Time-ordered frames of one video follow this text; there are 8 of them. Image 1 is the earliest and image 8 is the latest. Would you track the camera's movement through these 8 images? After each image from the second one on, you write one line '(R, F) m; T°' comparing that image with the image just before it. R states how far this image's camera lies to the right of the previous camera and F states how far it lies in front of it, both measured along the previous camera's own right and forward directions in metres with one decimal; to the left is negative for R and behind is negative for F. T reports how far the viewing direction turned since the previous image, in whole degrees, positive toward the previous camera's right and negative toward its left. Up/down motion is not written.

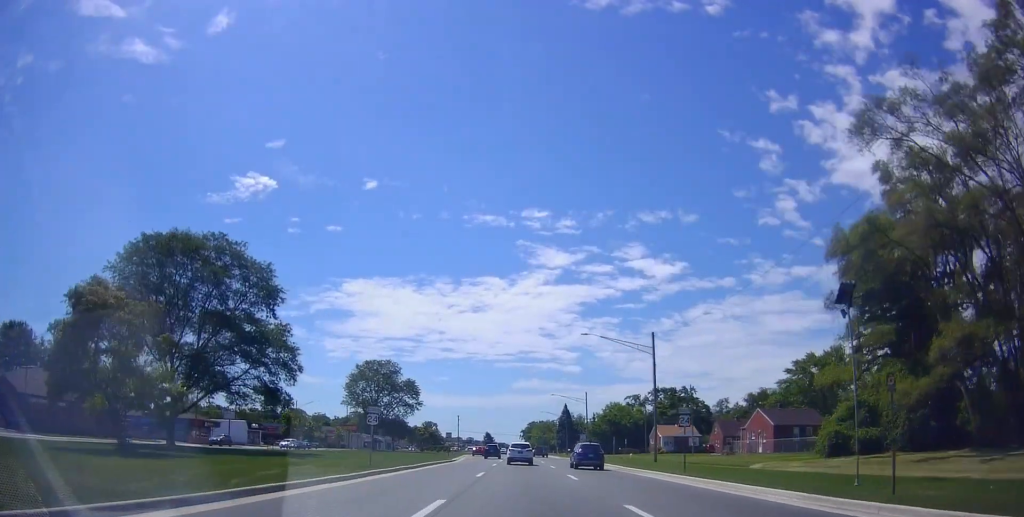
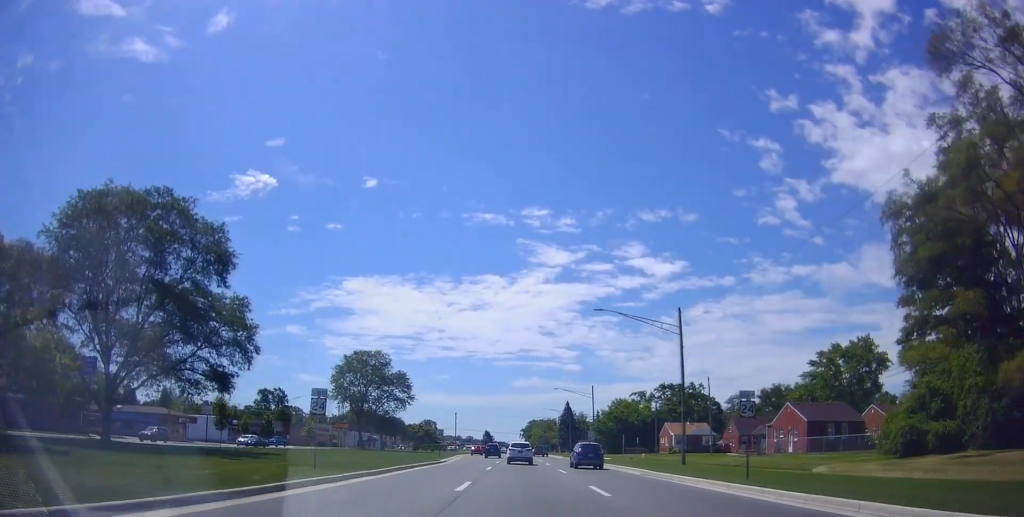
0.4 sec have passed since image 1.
(+0.2, +8.1) m; -1°
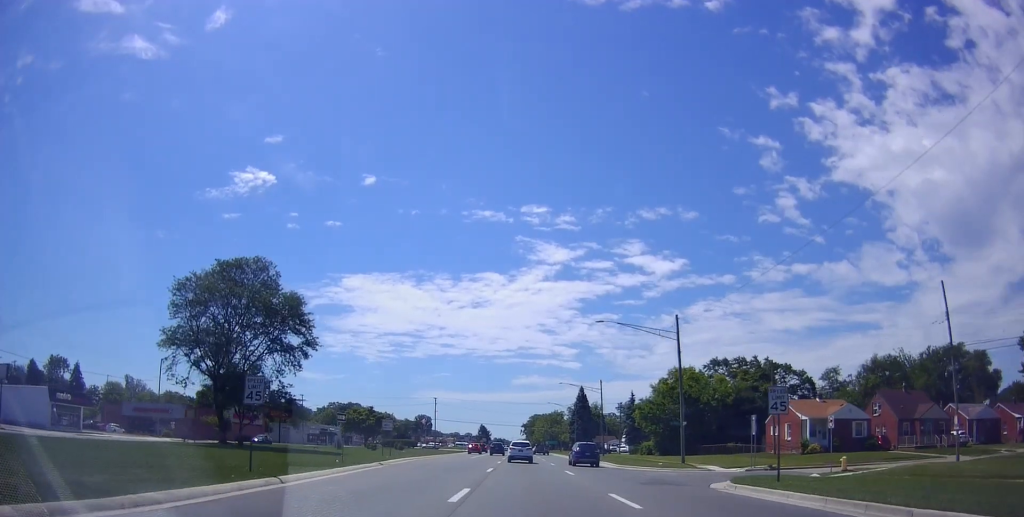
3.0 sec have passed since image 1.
(-0.8, +47.4) m; +1°
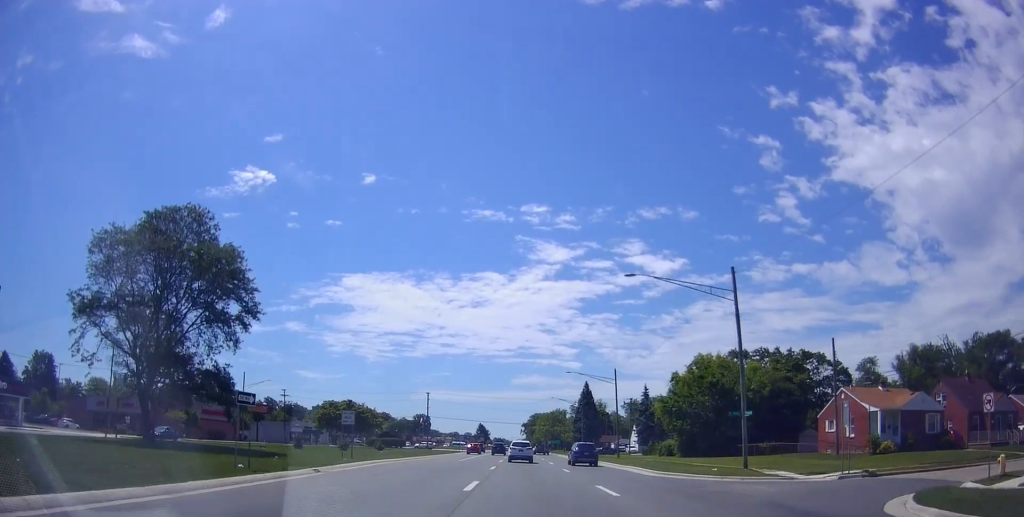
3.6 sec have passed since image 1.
(+0.3, +11.9) m; +1°
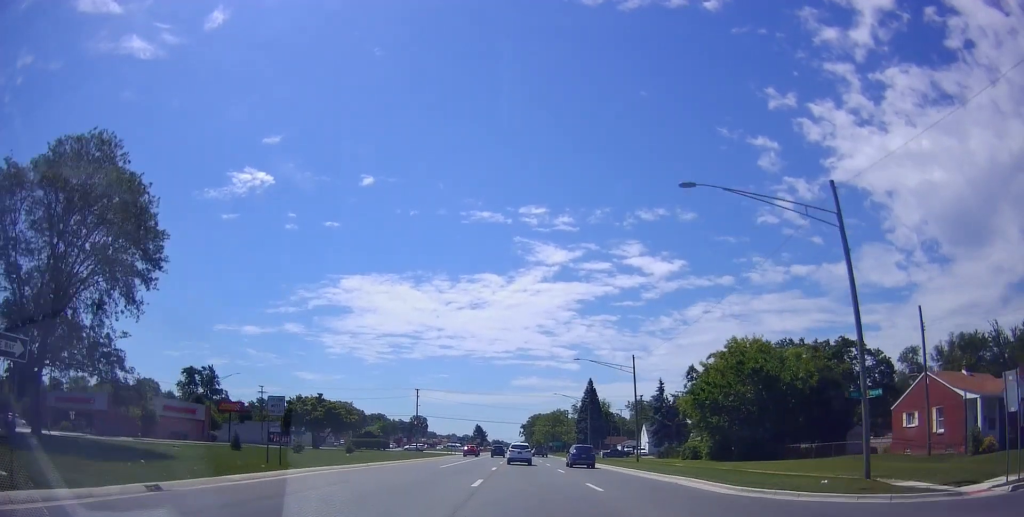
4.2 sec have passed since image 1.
(+0.1, +12.0) m; 0°
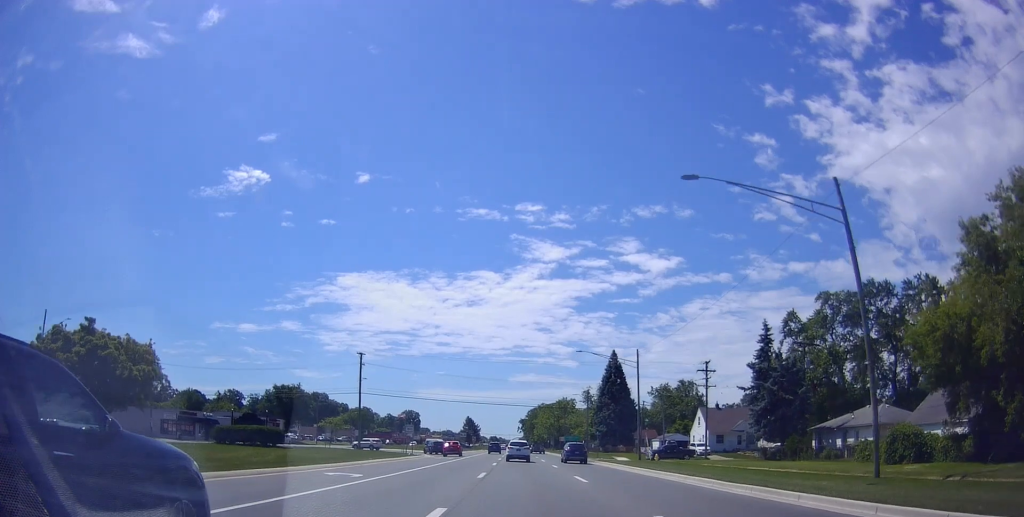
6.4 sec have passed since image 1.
(-1.1, +41.1) m; -2°
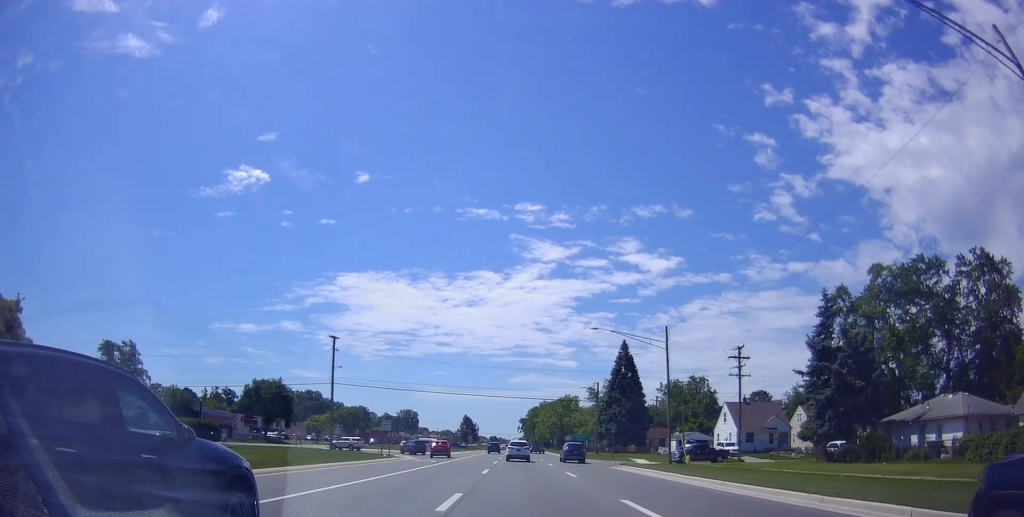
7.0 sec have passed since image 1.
(+0.3, +11.3) m; 0°
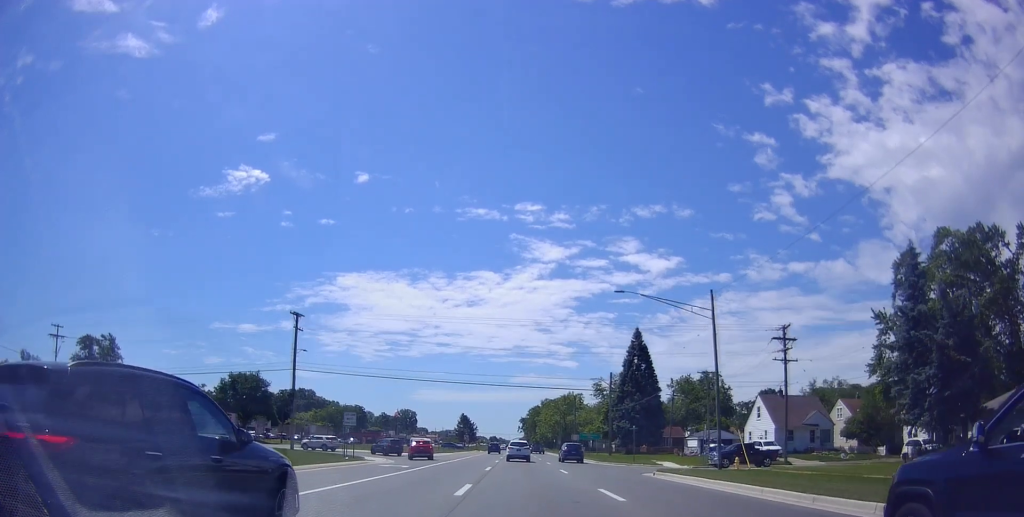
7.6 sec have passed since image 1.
(-0.5, +11.1) m; 0°
